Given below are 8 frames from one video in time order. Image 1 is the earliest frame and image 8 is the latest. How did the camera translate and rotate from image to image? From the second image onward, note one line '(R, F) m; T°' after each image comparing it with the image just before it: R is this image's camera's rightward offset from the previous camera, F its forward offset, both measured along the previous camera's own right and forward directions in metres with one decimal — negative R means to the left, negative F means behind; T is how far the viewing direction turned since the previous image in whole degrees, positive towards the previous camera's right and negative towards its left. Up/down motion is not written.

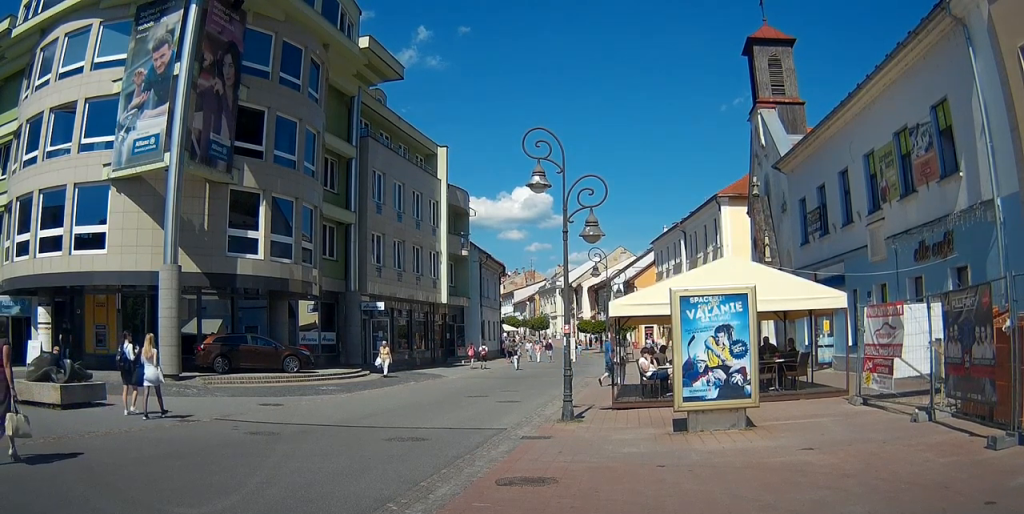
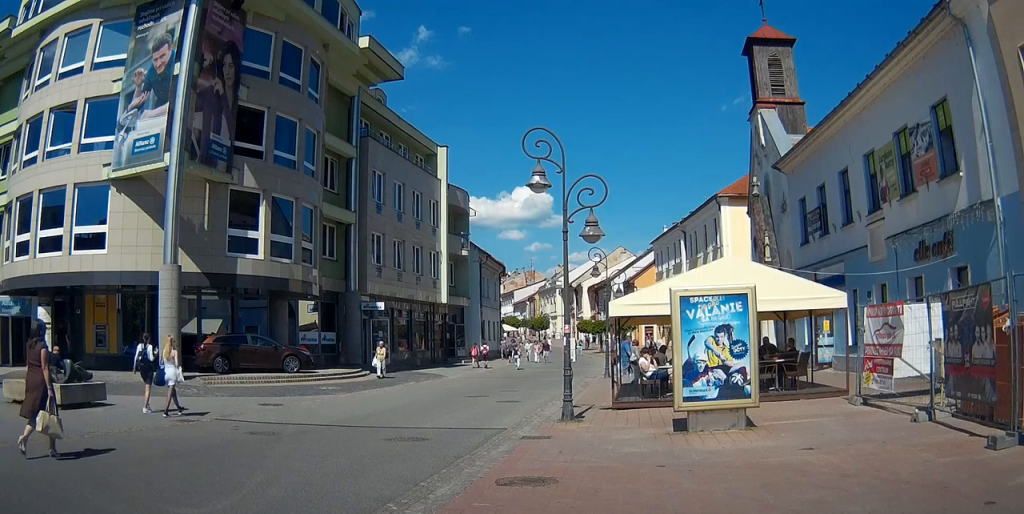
(0.0, 0.0) m; 0°
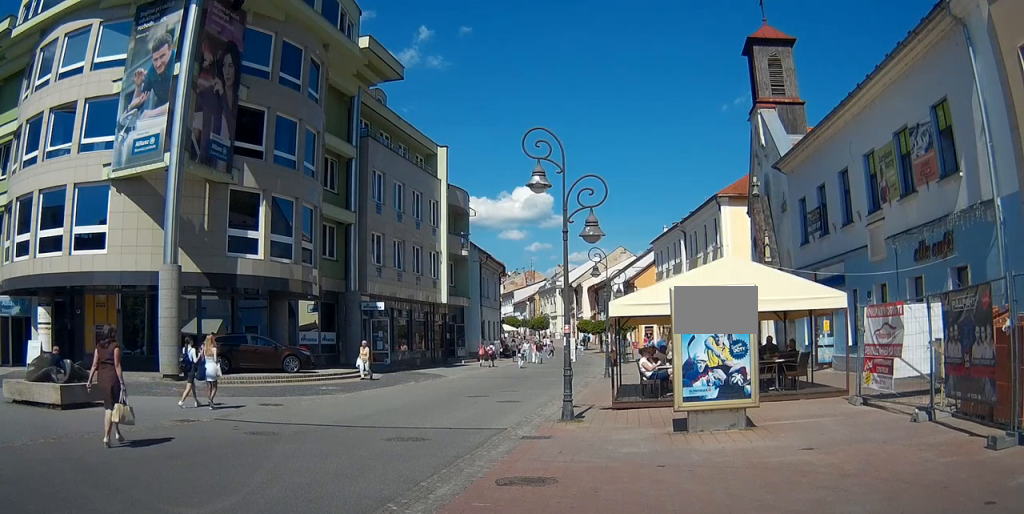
(0.0, 0.0) m; 0°
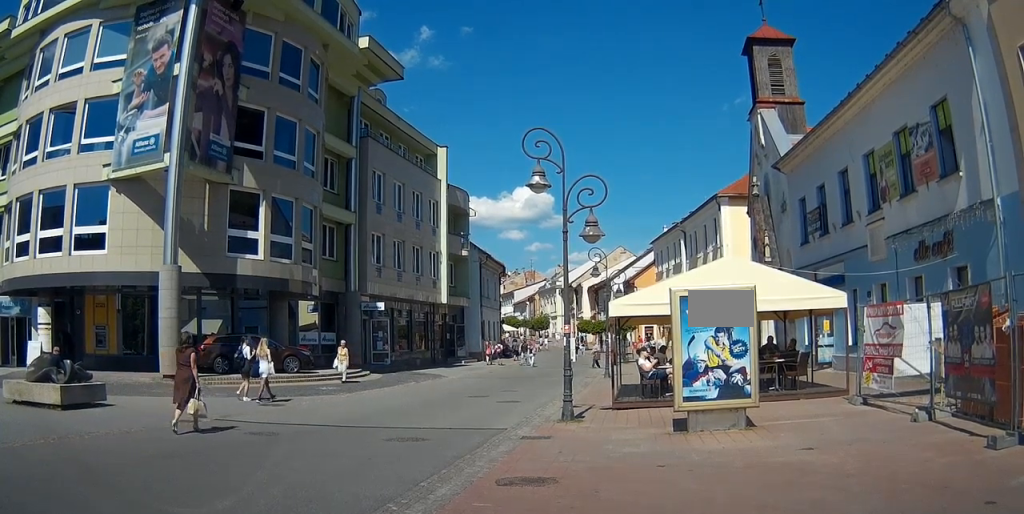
(0.0, 0.0) m; 0°
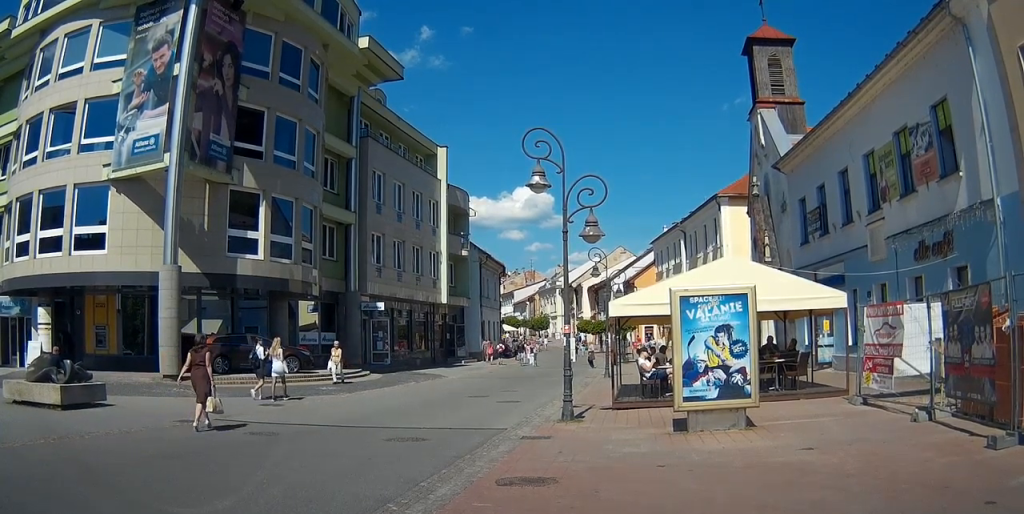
(0.0, 0.0) m; 0°
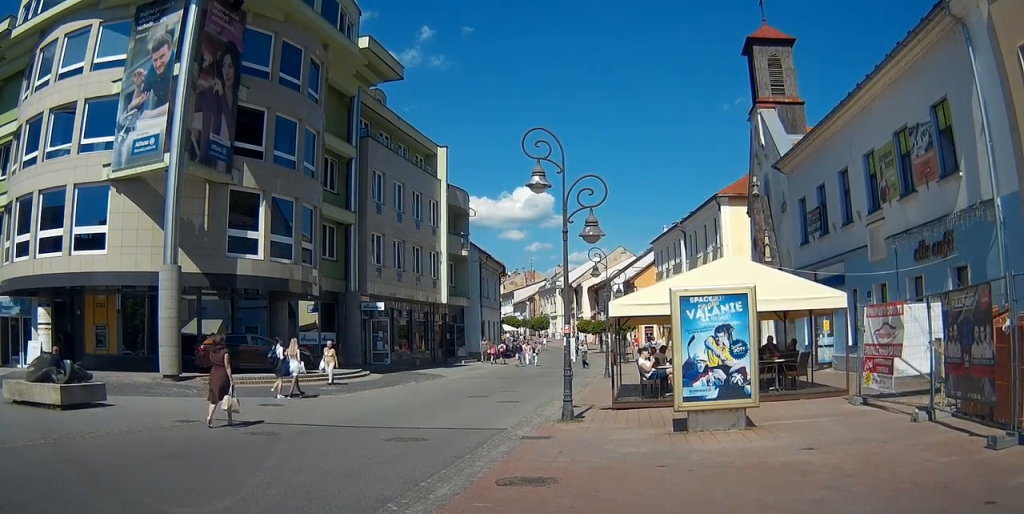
(0.0, 0.0) m; 0°
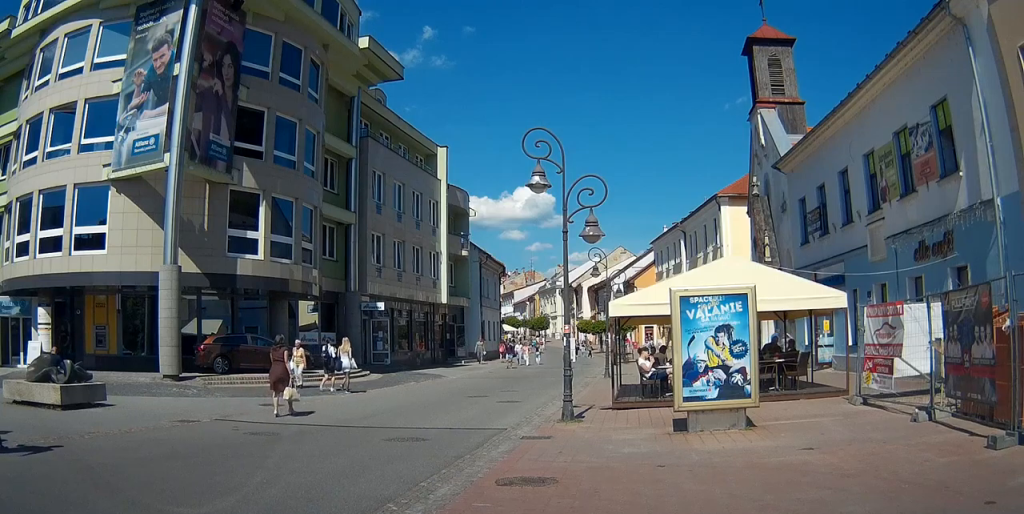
(0.0, 0.0) m; 0°
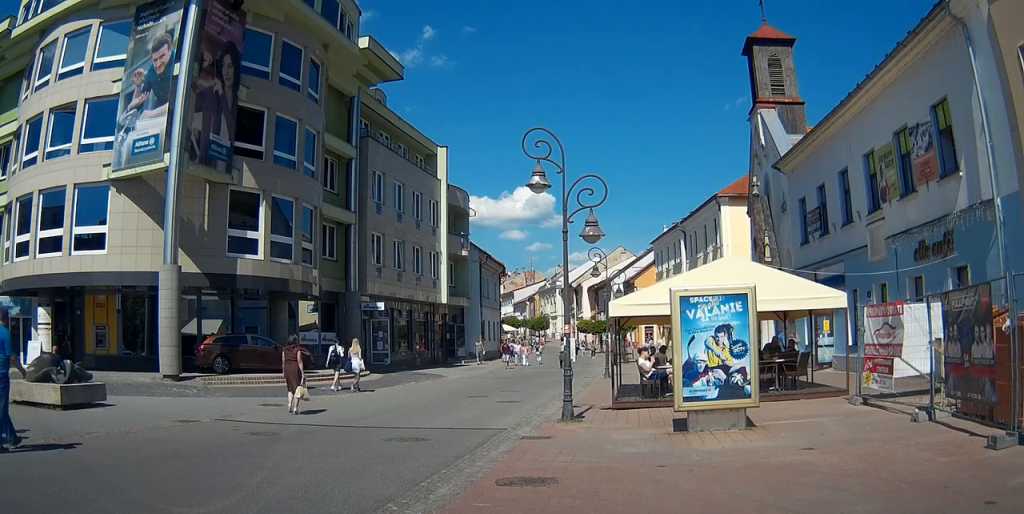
(0.0, 0.0) m; 0°
